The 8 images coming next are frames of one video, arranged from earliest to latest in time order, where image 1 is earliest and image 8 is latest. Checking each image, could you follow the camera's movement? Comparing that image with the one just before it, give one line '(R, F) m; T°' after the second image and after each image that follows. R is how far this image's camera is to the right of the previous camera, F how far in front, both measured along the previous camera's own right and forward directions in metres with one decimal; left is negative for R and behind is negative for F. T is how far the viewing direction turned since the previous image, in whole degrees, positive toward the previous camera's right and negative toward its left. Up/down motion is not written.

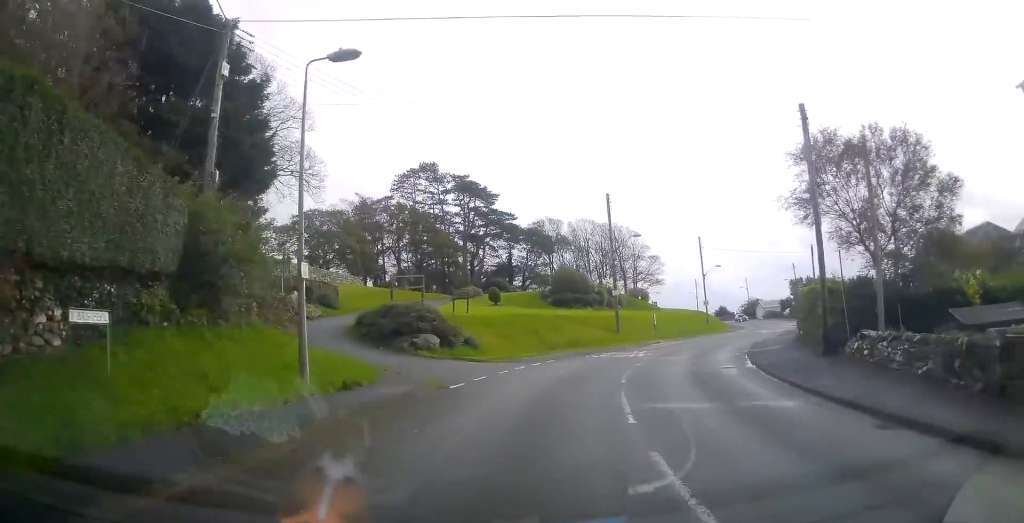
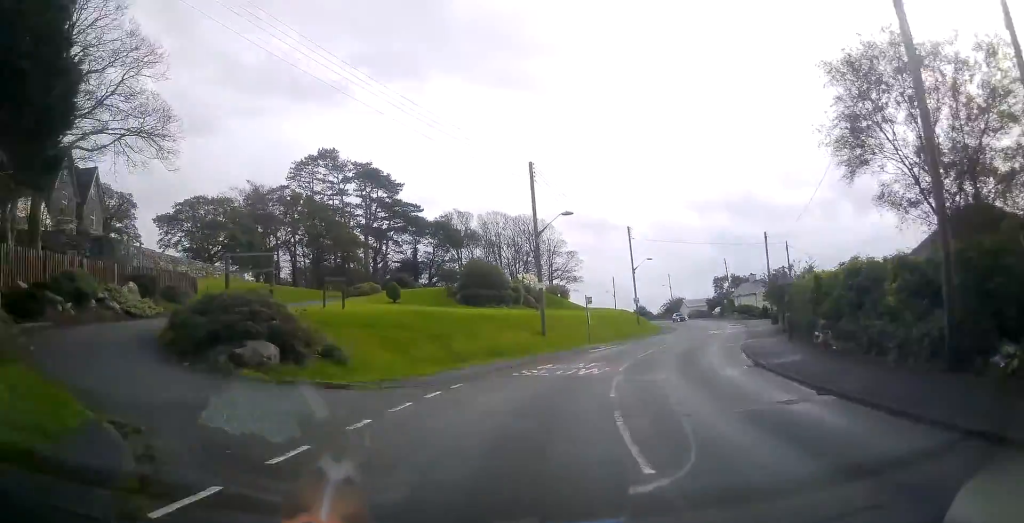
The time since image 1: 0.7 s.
(+0.6, +8.9) m; +7°
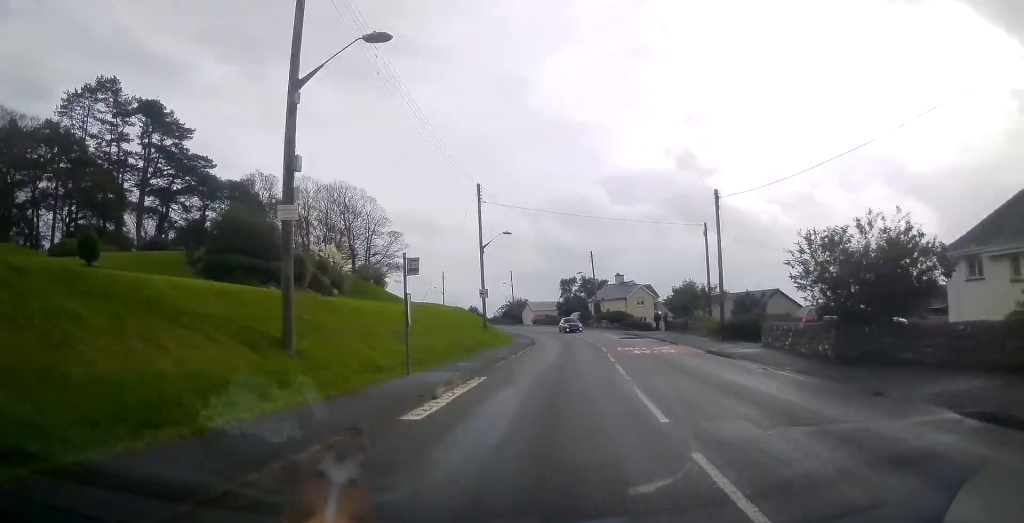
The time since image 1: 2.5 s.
(+3.3, +20.7) m; +17°
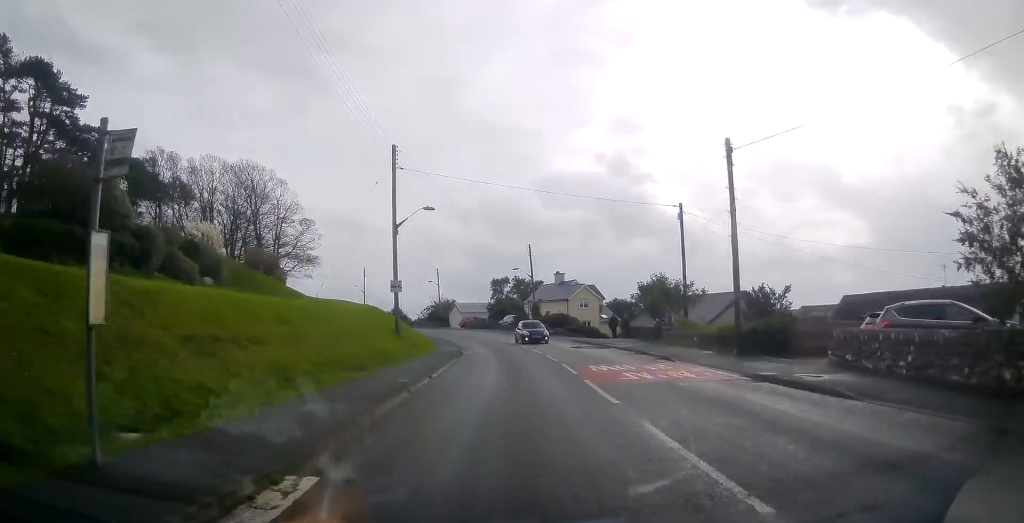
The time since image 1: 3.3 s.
(+0.5, +9.8) m; +6°
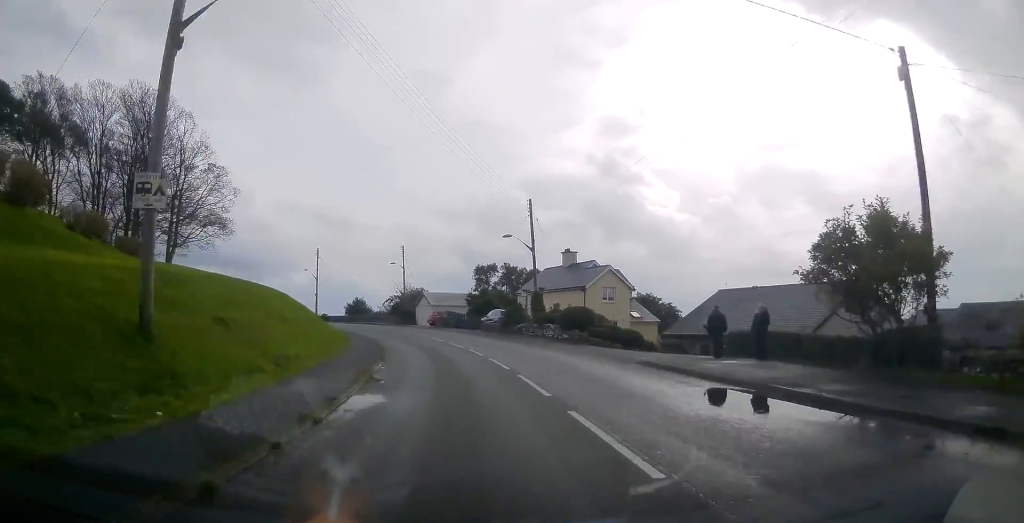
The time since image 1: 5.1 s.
(+2.0, +22.5) m; +6°
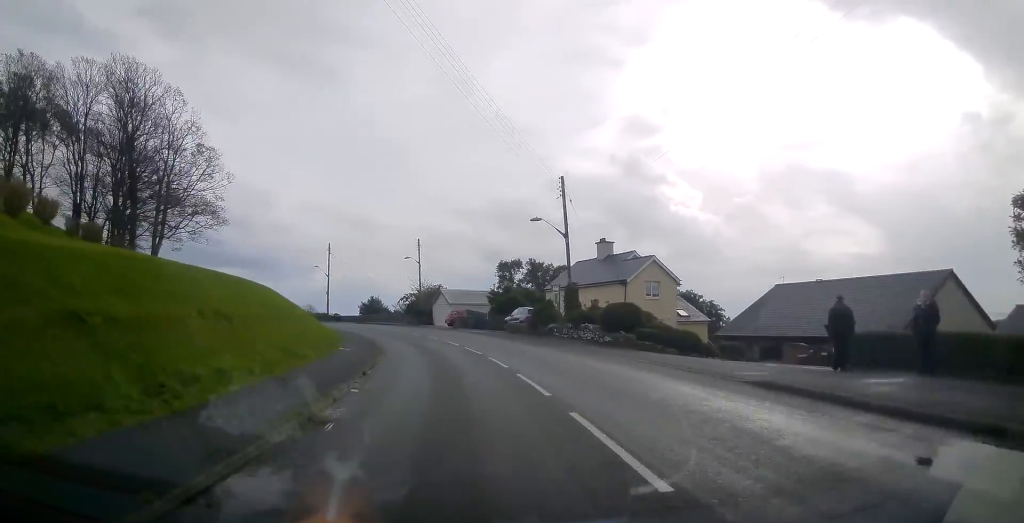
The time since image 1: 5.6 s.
(0.0, +6.3) m; -1°
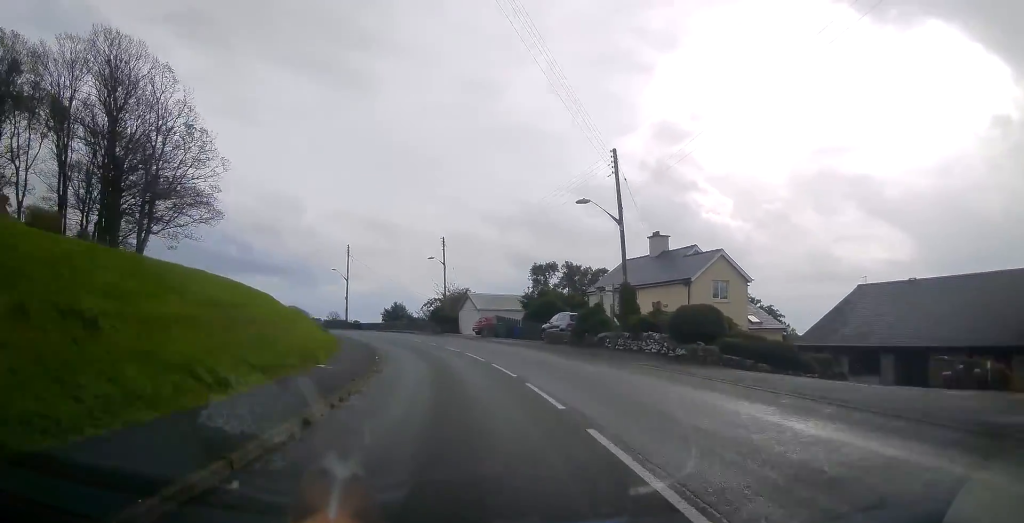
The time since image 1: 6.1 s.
(0.0, +6.7) m; -1°
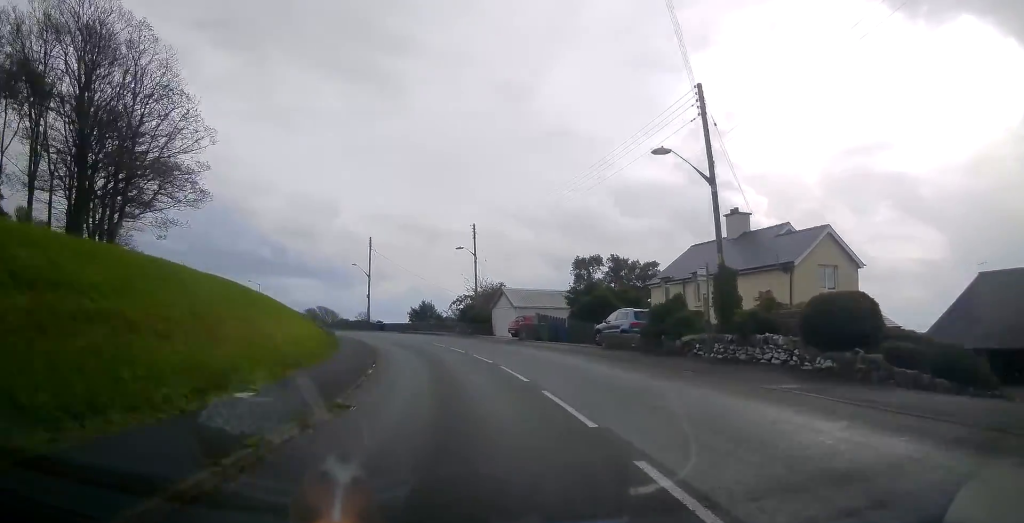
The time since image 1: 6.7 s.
(-0.2, +7.6) m; -3°
